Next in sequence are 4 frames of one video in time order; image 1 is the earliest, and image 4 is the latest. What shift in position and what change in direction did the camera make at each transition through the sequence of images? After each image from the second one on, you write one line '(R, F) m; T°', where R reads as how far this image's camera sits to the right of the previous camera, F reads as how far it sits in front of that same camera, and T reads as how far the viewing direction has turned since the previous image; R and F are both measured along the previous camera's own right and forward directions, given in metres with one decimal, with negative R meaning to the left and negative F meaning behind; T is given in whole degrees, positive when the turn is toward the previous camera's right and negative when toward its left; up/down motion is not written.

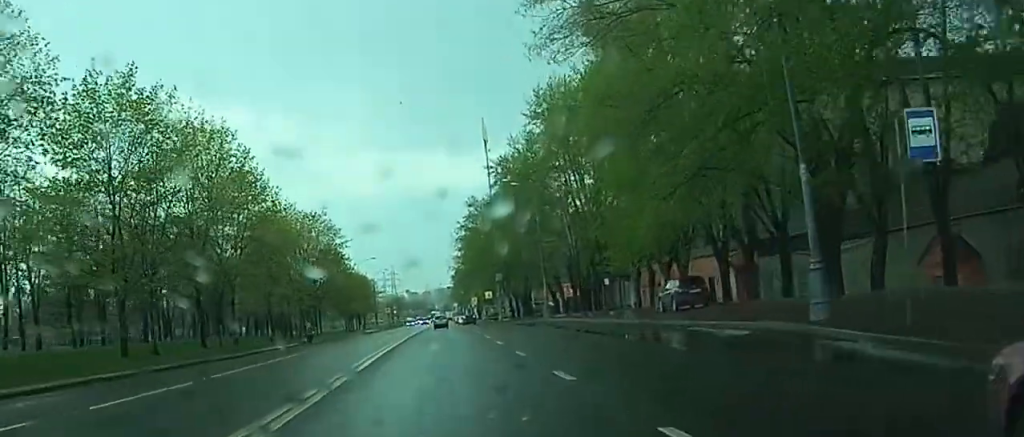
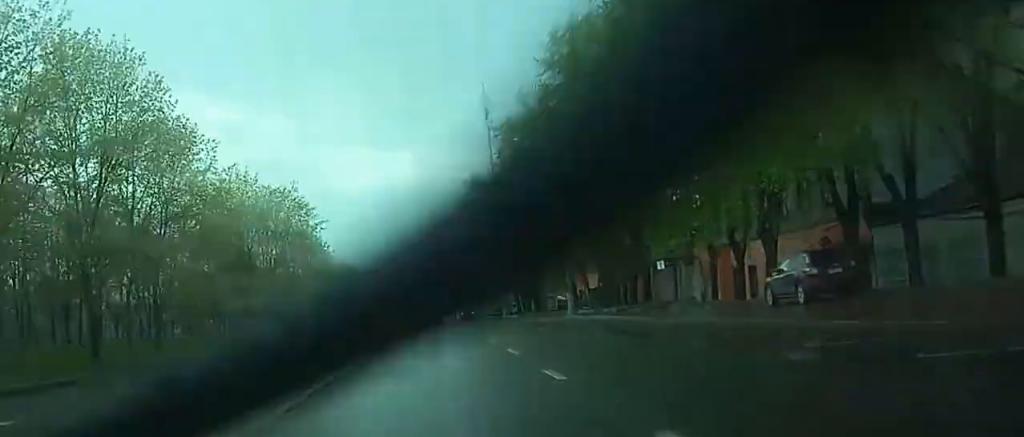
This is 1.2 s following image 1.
(-0.1, +19.6) m; 0°
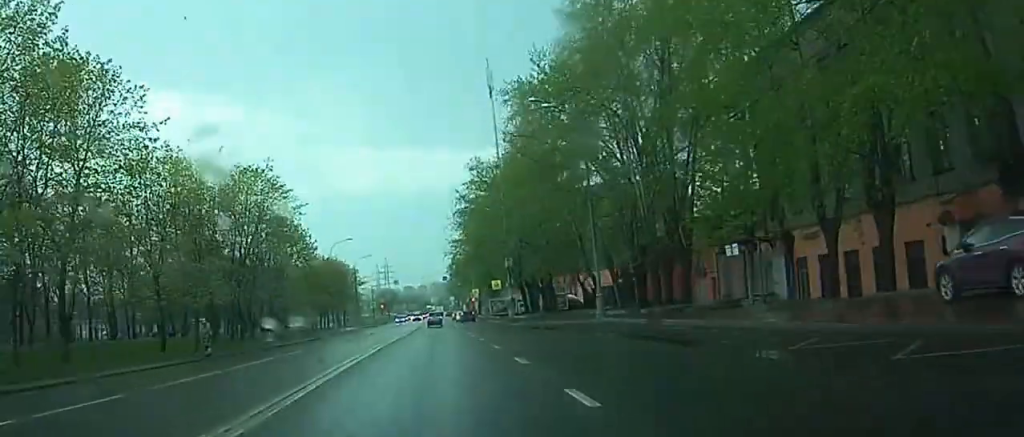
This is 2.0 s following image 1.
(0.0, +11.7) m; 0°
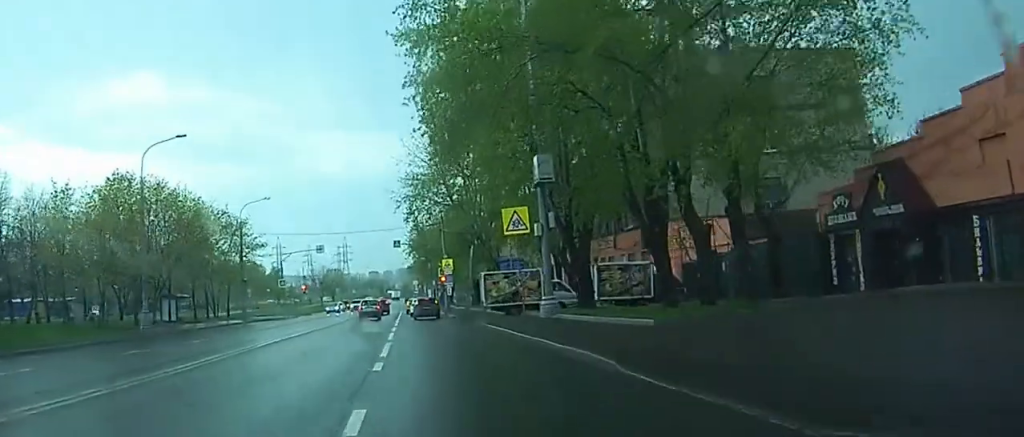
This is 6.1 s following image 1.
(+2.1, +53.4) m; +4°
